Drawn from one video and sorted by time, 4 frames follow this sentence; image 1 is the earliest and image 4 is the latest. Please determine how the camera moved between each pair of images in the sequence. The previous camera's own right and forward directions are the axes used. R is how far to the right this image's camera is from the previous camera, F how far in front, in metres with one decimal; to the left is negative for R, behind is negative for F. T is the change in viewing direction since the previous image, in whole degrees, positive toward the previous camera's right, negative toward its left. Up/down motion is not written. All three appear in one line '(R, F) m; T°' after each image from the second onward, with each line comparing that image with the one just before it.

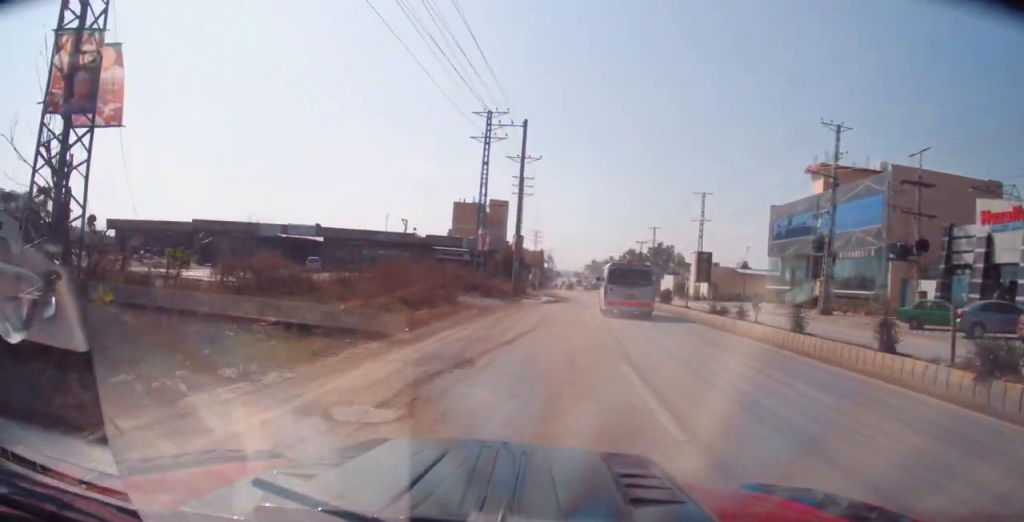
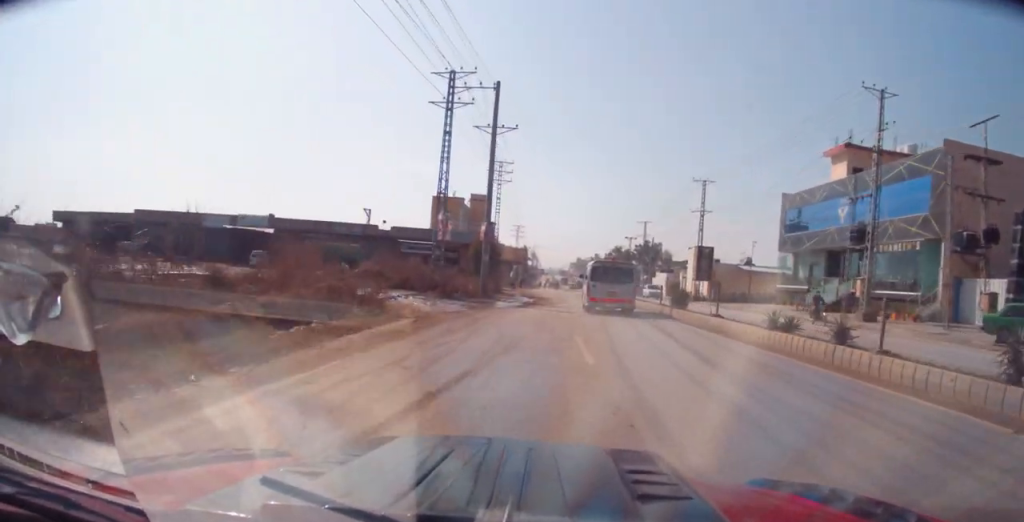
(+0.1, +7.9) m; +1°
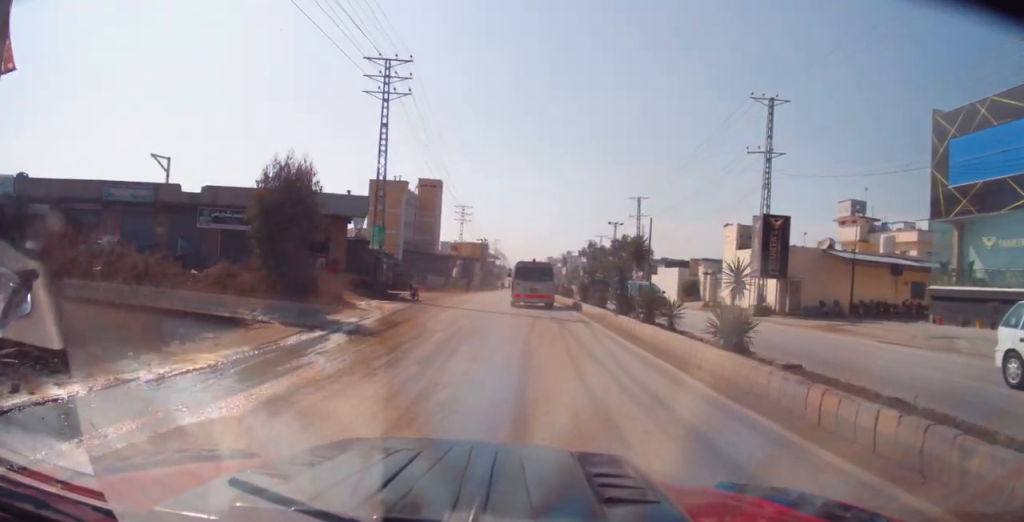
(+0.5, +29.7) m; +2°
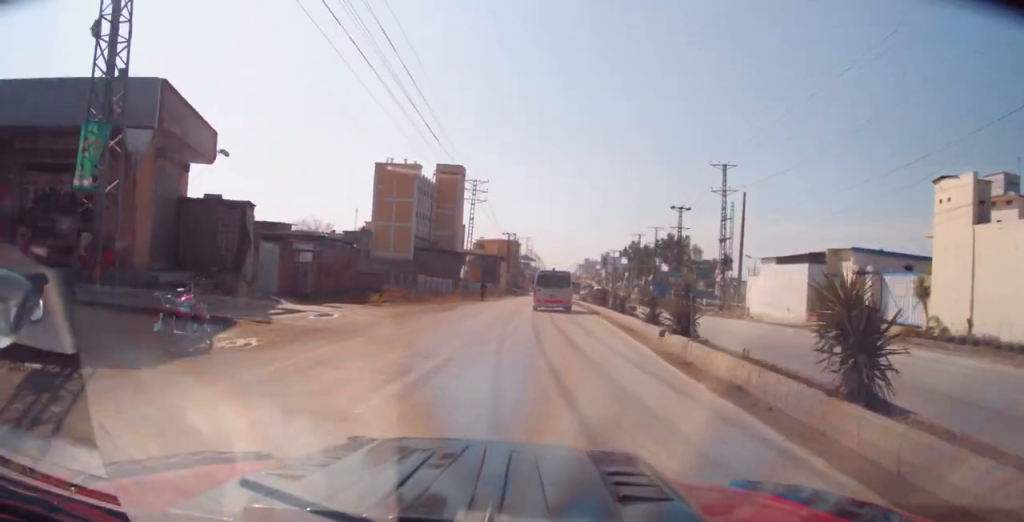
(-0.6, +22.6) m; -3°
